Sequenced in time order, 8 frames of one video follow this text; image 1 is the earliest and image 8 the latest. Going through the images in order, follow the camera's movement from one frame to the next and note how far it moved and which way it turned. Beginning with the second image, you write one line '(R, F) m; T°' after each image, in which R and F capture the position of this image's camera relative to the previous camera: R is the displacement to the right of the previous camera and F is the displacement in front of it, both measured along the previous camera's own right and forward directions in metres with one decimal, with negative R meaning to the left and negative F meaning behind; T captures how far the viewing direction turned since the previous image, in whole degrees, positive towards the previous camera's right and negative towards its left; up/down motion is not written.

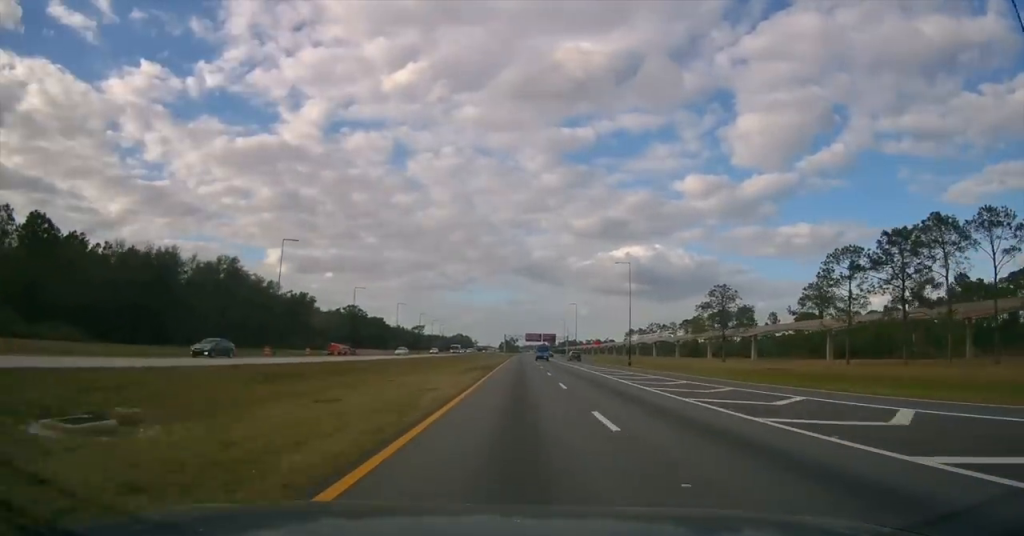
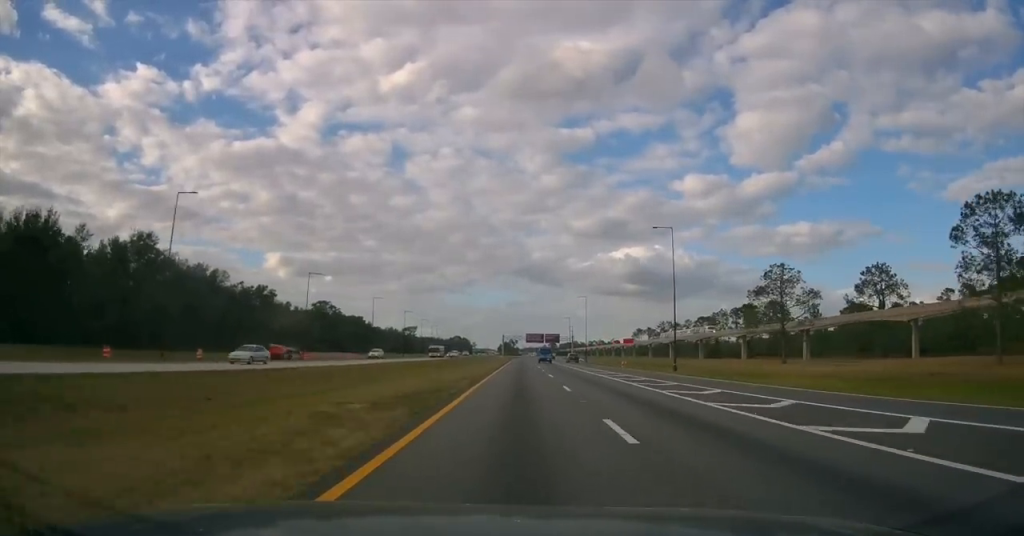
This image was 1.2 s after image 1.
(-0.3, +26.7) m; -1°
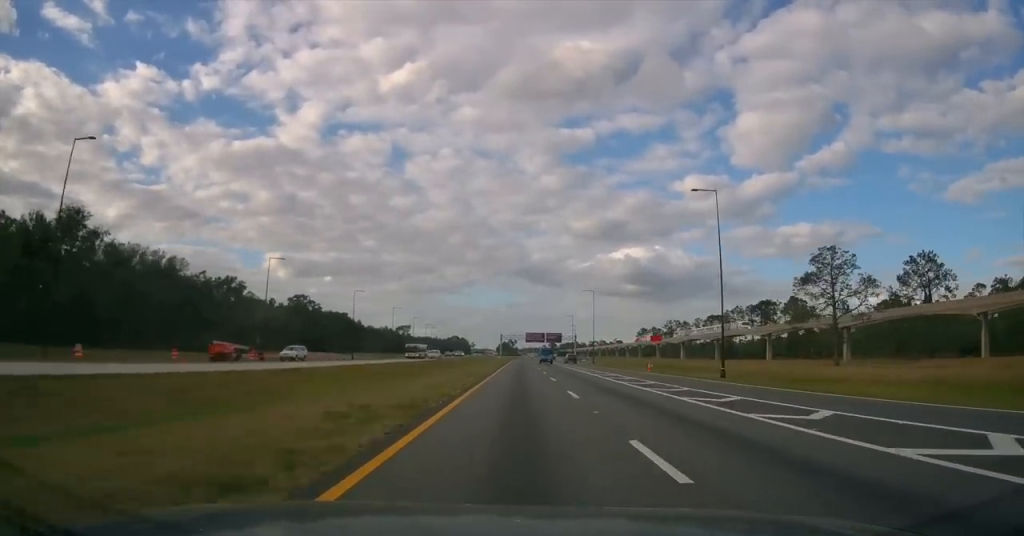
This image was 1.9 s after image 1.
(0.0, +15.1) m; 0°
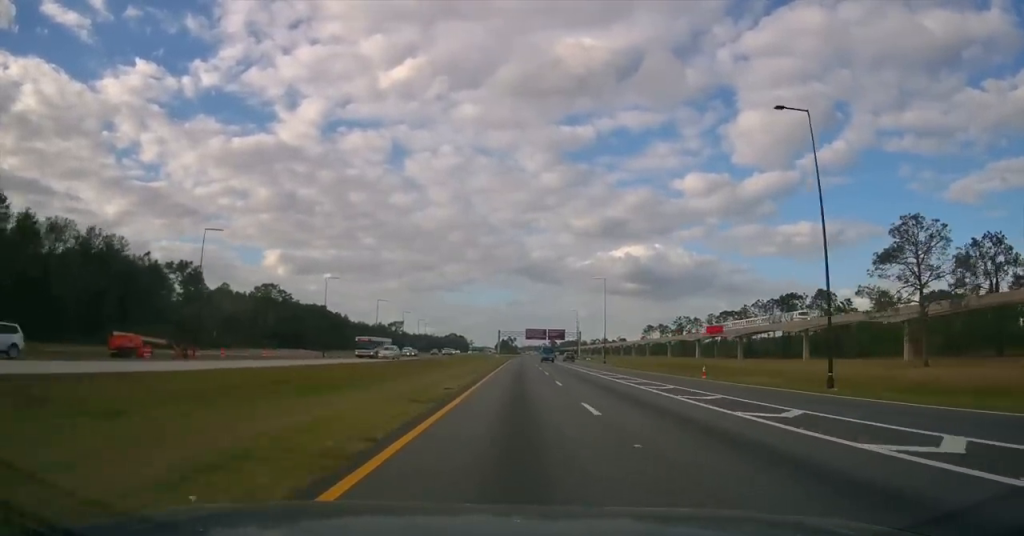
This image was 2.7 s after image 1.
(0.0, +17.3) m; 0°
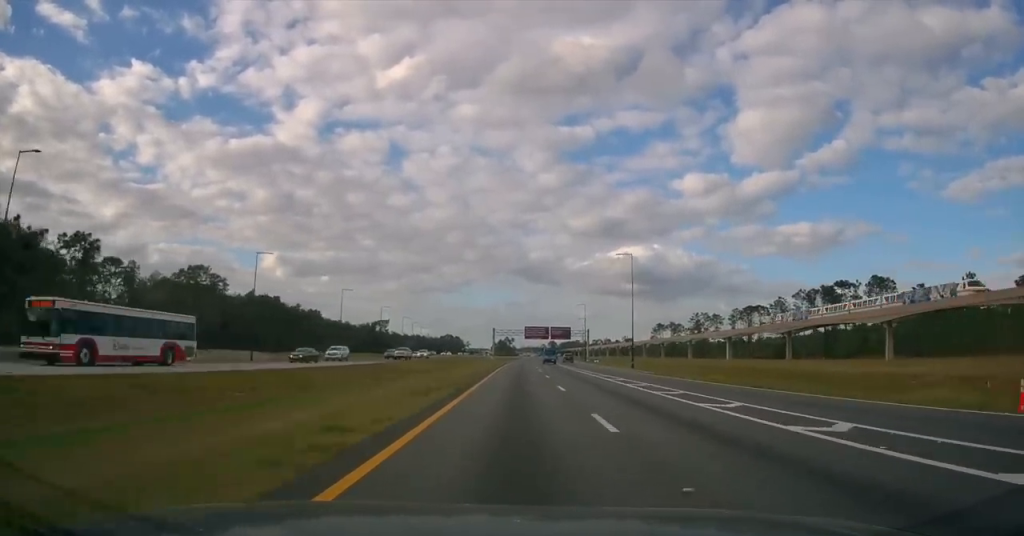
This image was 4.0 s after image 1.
(0.0, +27.6) m; 0°
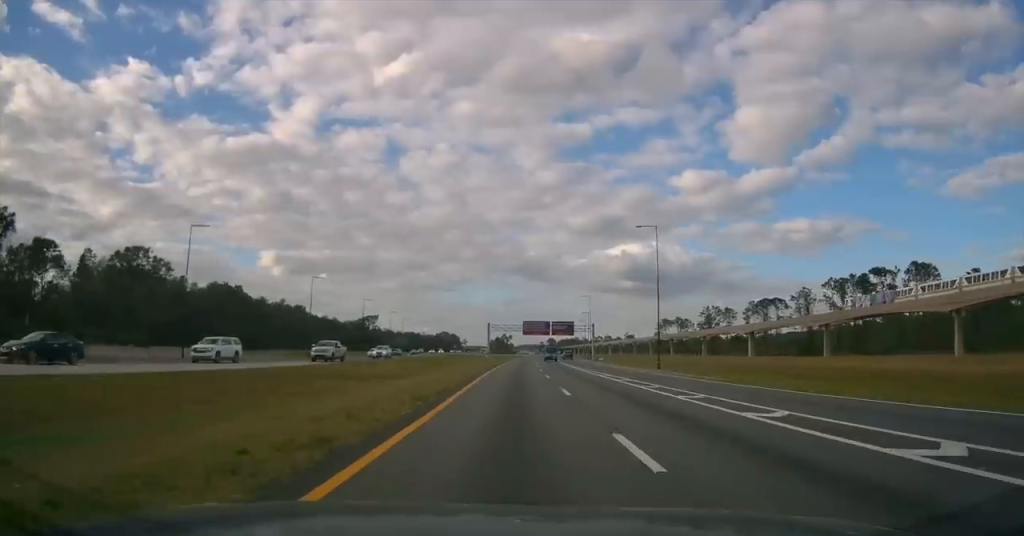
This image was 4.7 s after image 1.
(0.0, +16.0) m; +1°
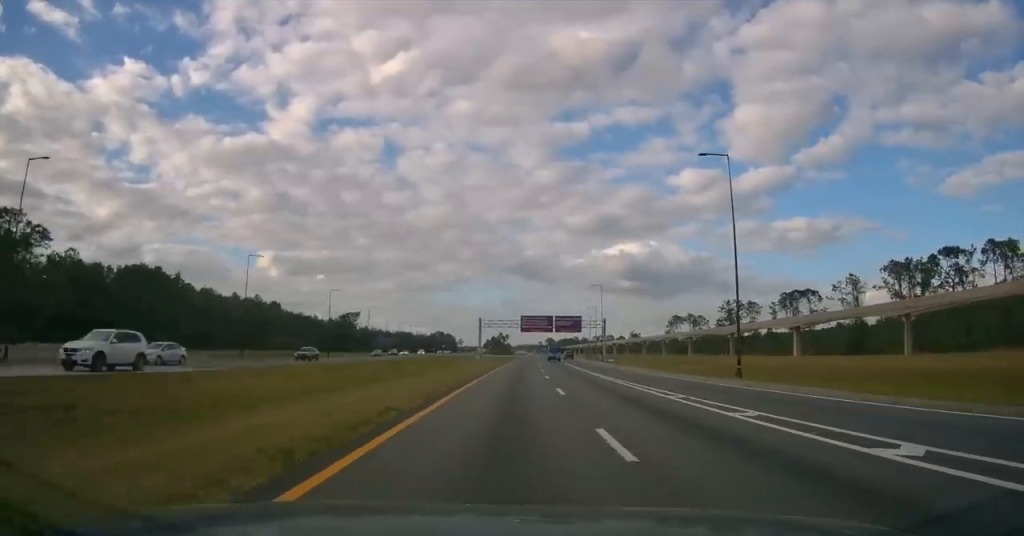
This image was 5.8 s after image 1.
(+0.3, +24.1) m; 0°
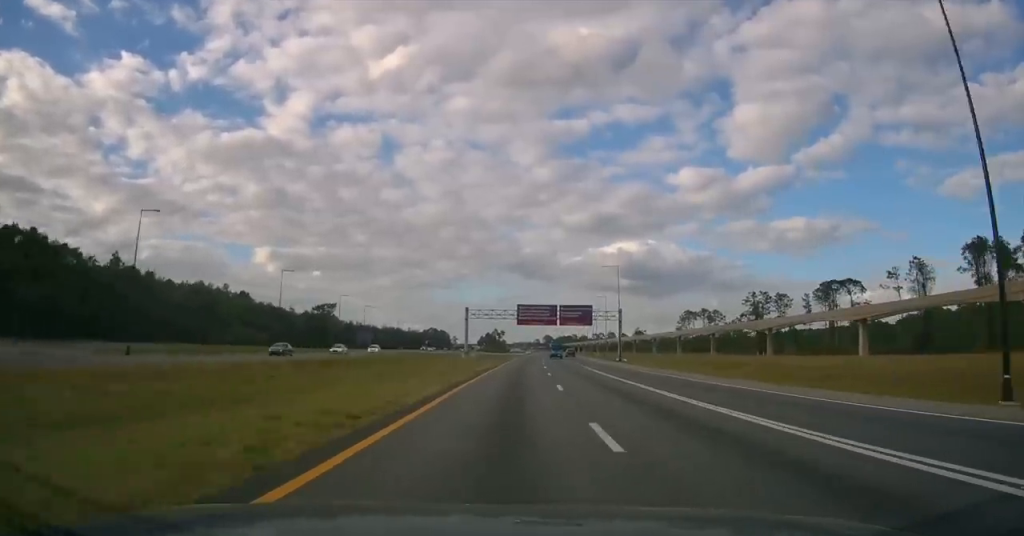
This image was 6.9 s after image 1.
(-0.2, +24.2) m; 0°
